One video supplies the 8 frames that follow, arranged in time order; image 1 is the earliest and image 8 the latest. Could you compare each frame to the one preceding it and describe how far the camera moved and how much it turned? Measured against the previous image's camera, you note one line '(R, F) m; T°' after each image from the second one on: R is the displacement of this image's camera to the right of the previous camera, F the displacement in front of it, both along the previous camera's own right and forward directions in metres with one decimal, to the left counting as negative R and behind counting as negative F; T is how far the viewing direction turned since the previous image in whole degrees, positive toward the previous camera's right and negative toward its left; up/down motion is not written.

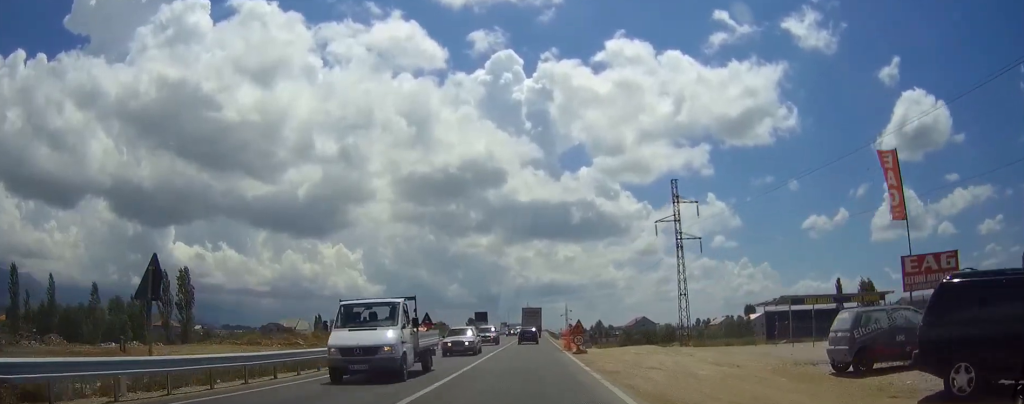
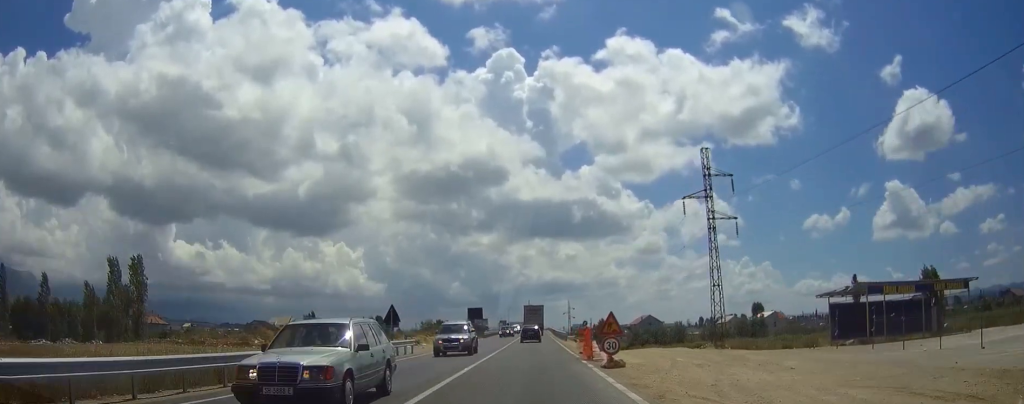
(+0.1, +13.4) m; 0°
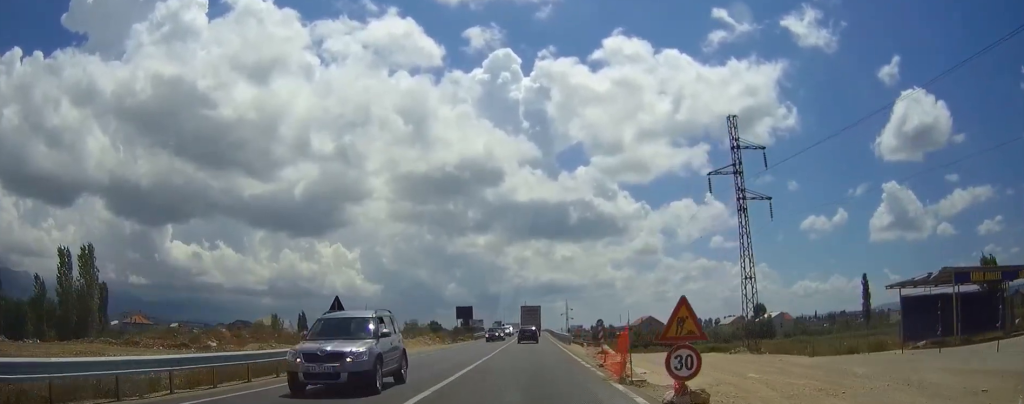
(-0.1, +10.3) m; 0°
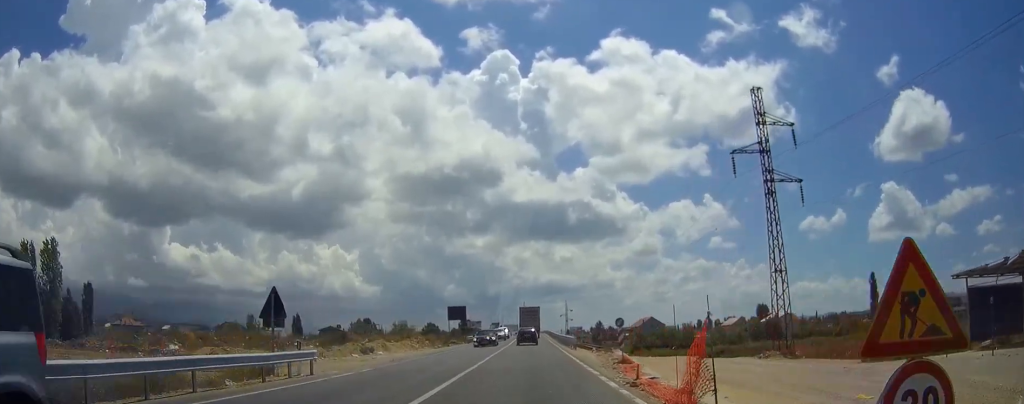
(0.0, +6.9) m; 0°
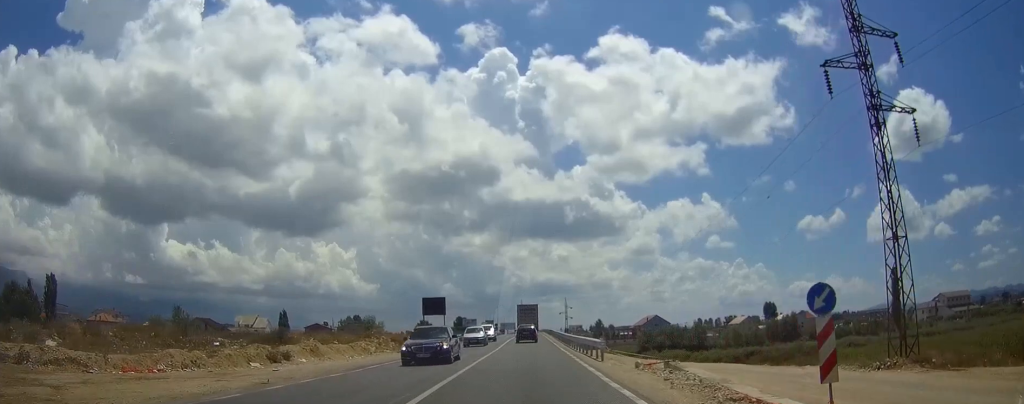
(+0.1, +16.8) m; 0°
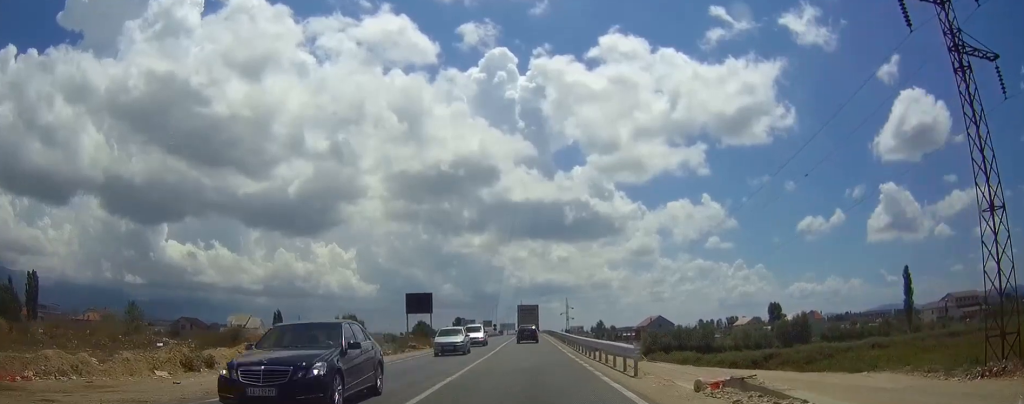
(0.0, +8.1) m; 0°
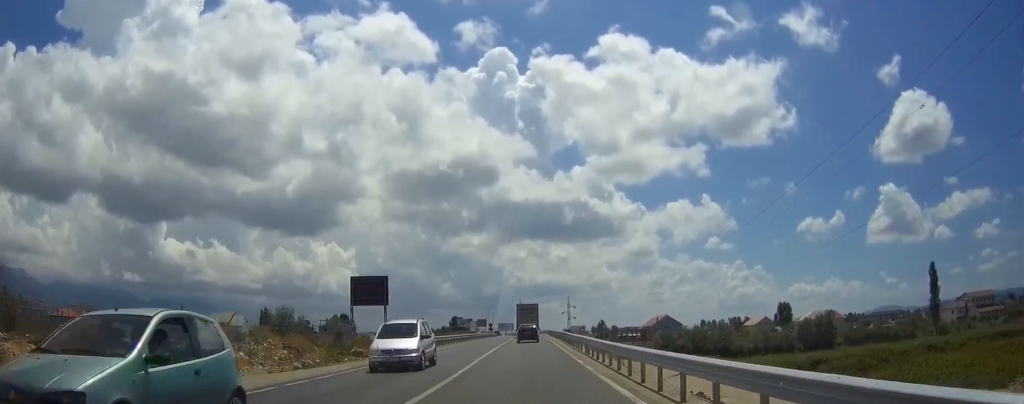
(+0.1, +16.0) m; 0°
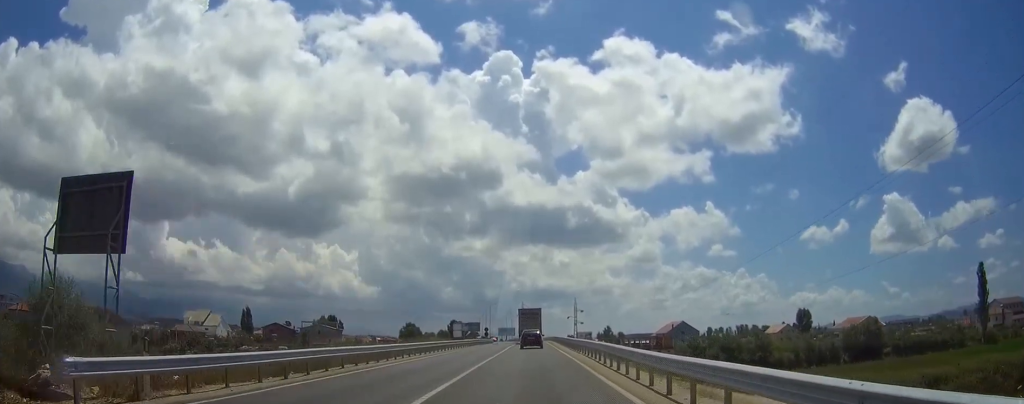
(-0.1, +24.4) m; 0°
